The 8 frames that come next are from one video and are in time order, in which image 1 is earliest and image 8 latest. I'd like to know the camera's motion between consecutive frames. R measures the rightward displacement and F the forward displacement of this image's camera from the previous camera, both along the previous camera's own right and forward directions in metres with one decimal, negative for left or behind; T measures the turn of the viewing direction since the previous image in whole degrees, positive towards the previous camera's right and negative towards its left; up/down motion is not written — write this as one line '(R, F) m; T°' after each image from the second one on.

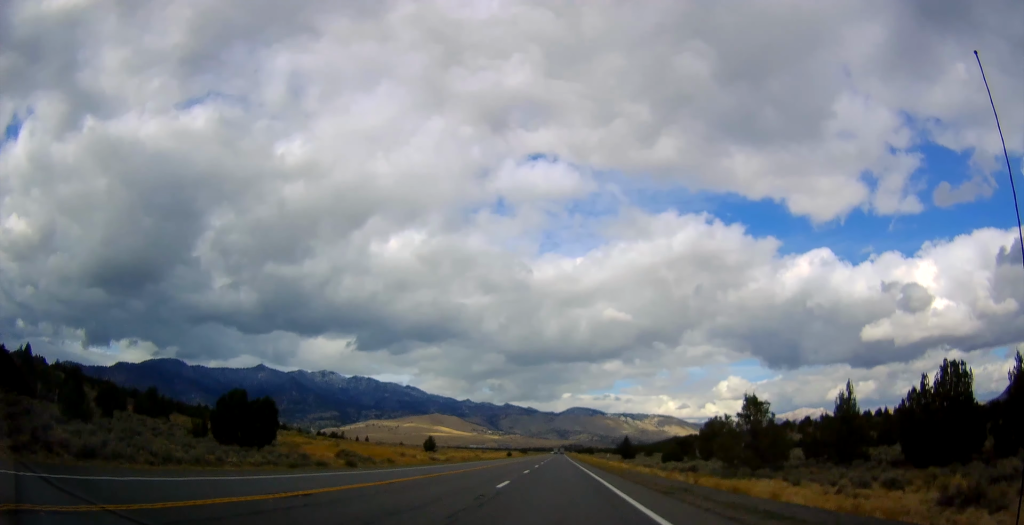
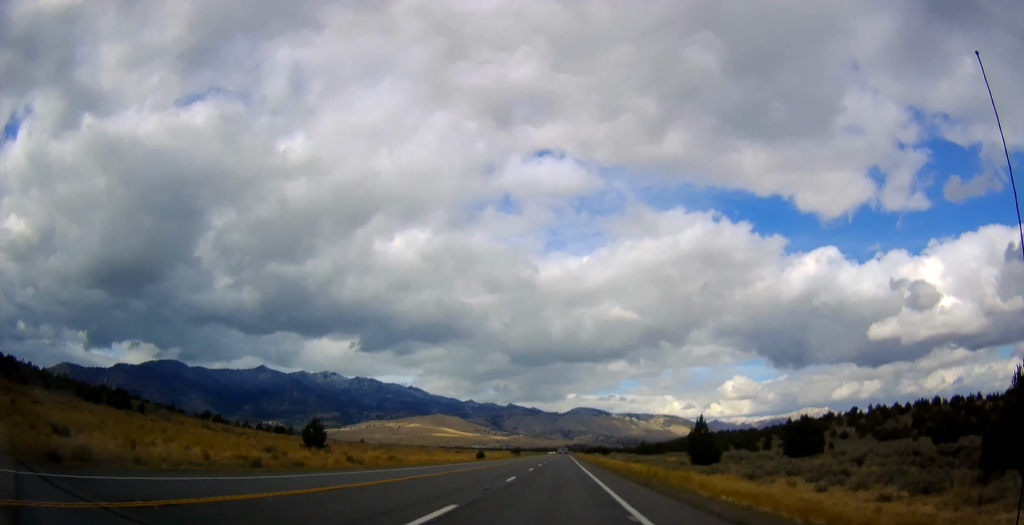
(+0.1, +84.6) m; 0°
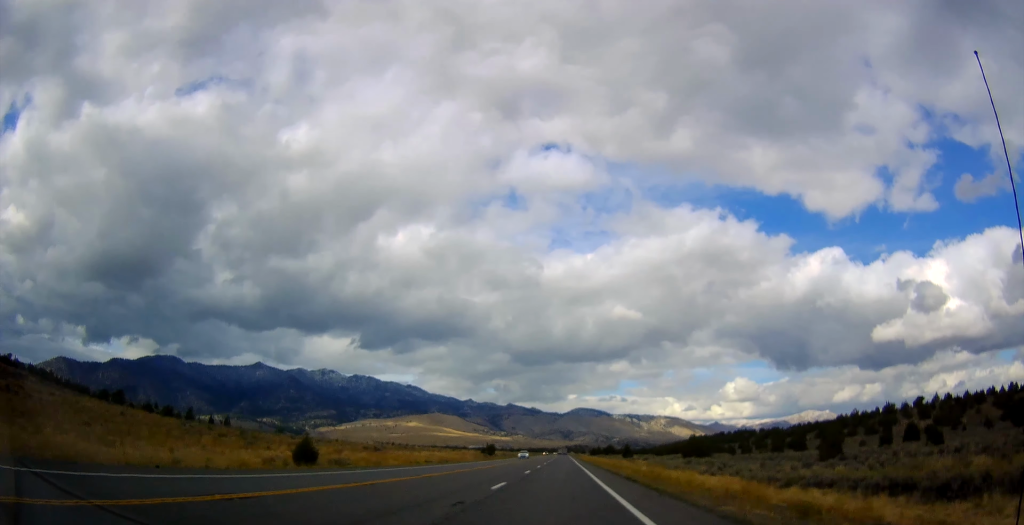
(+0.1, +91.6) m; 0°
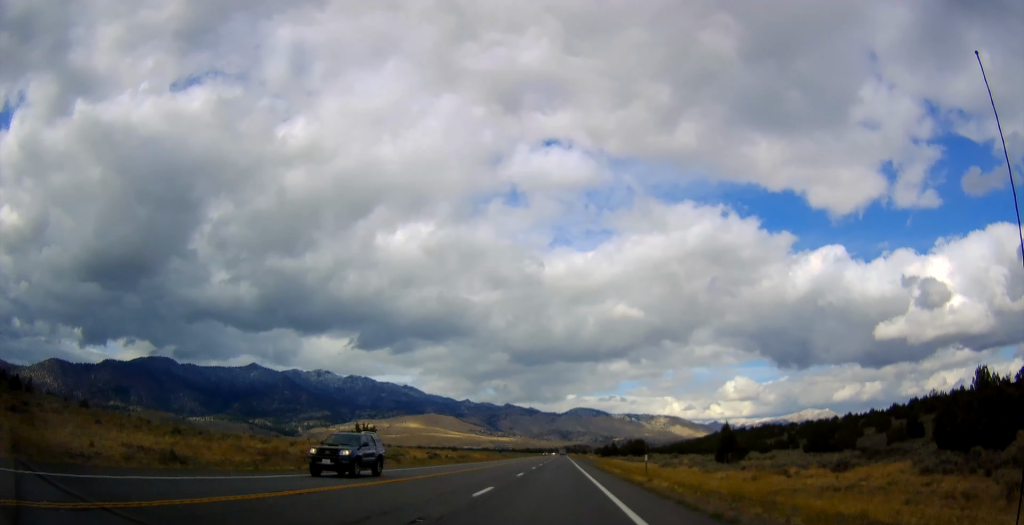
(-0.3, +105.5) m; 0°
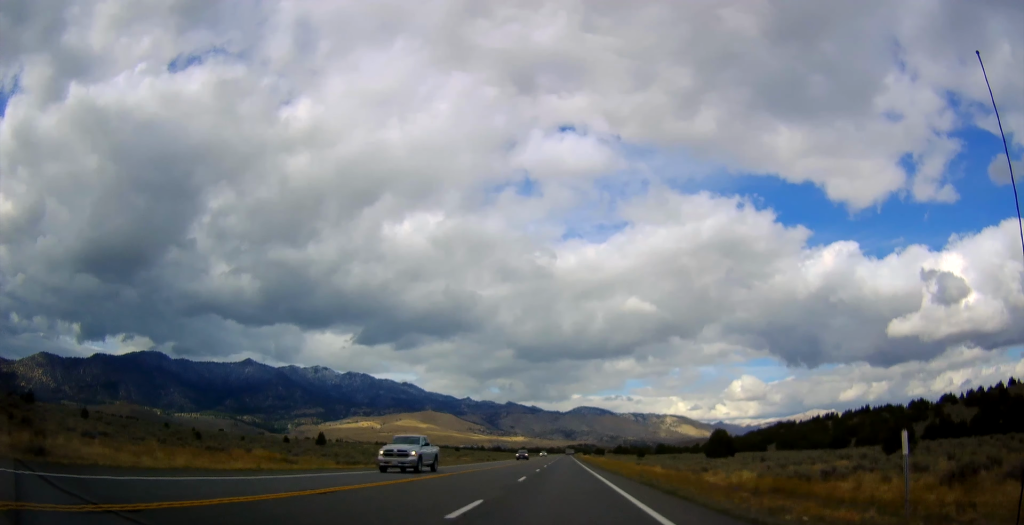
(+0.1, +237.5) m; 0°
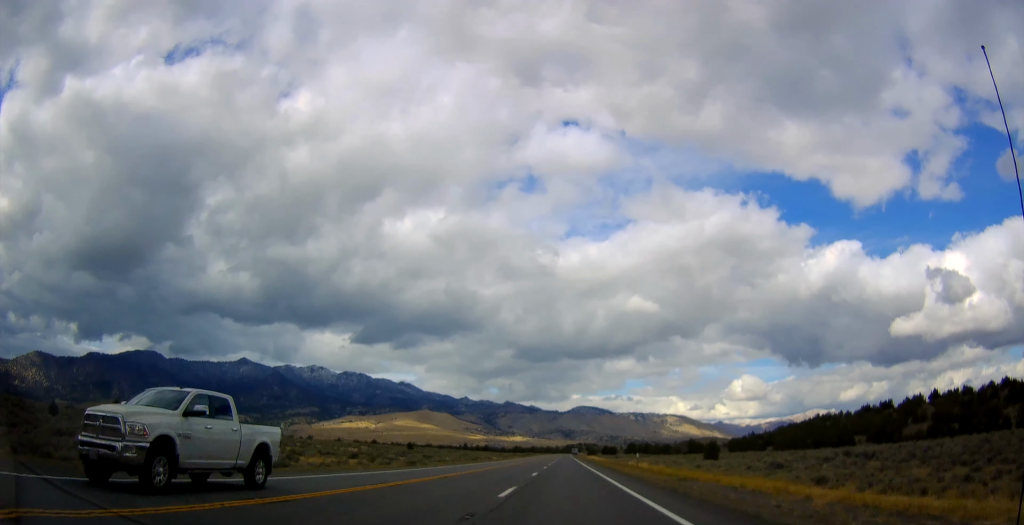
(-0.3, +96.9) m; 0°
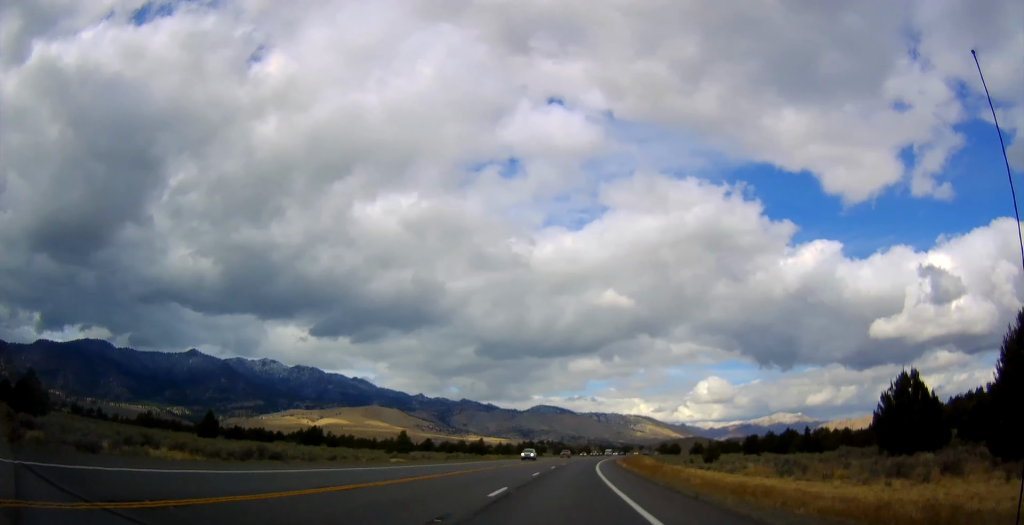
(+12.9, +355.5) m; +8°
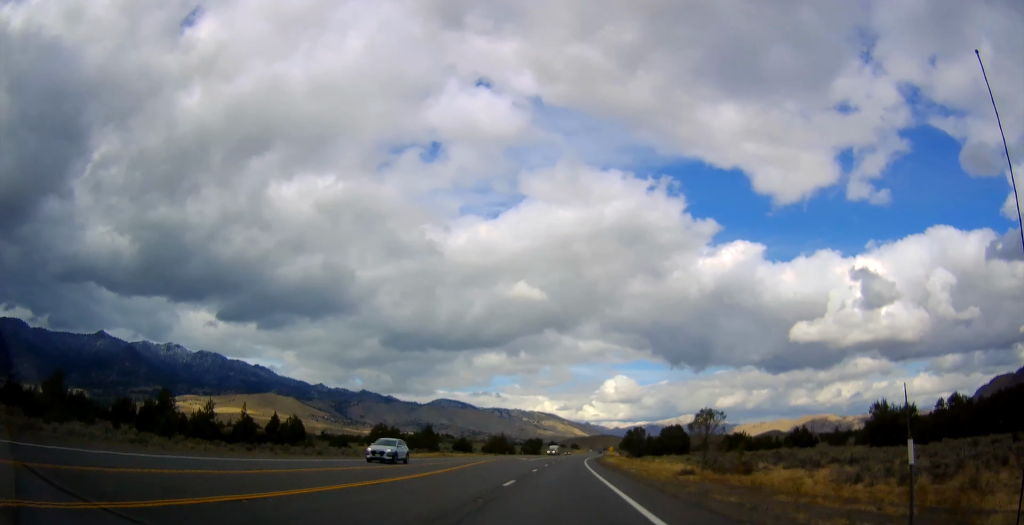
(+17.1, +216.8) m; +7°
